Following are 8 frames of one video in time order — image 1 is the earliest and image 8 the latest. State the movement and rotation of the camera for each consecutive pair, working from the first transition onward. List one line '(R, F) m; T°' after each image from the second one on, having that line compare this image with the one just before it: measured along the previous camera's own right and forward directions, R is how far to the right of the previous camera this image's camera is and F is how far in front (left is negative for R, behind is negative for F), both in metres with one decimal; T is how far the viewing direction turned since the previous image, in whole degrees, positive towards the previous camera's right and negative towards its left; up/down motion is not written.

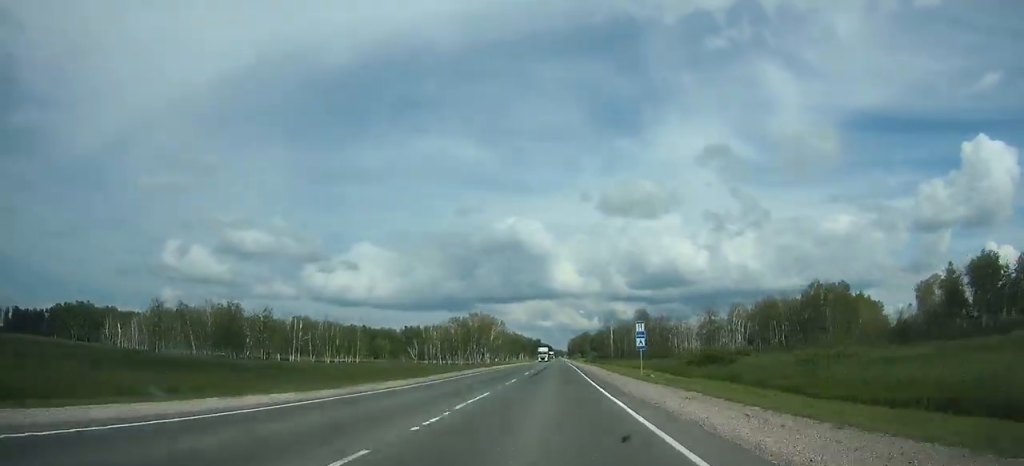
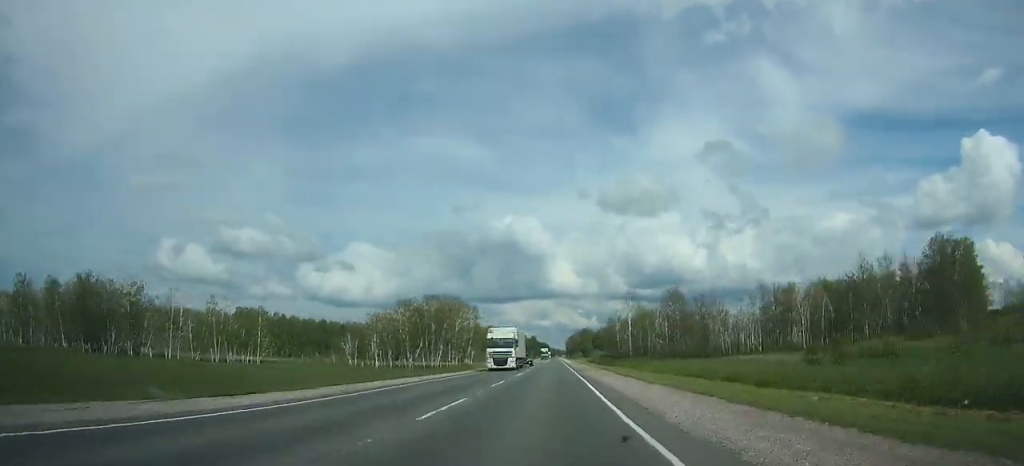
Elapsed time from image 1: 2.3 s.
(+0.1, +61.5) m; 0°
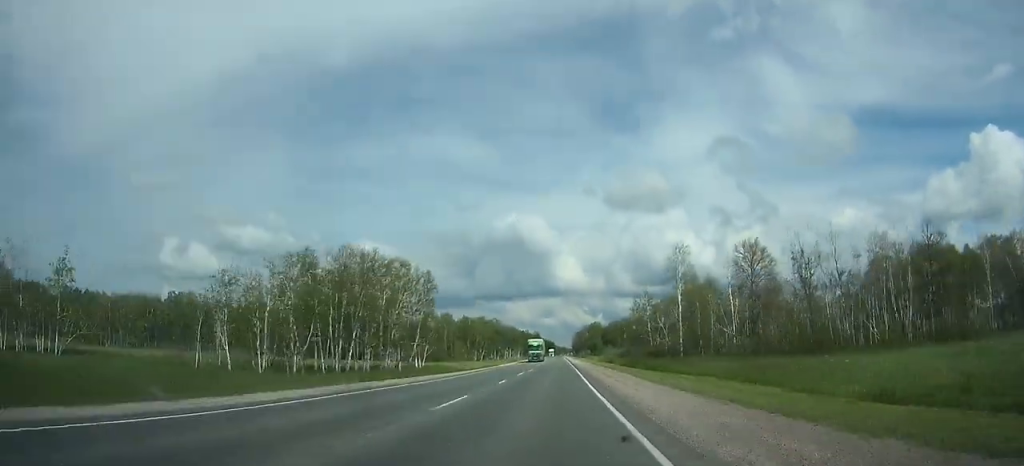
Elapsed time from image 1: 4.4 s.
(+0.1, +56.9) m; 0°
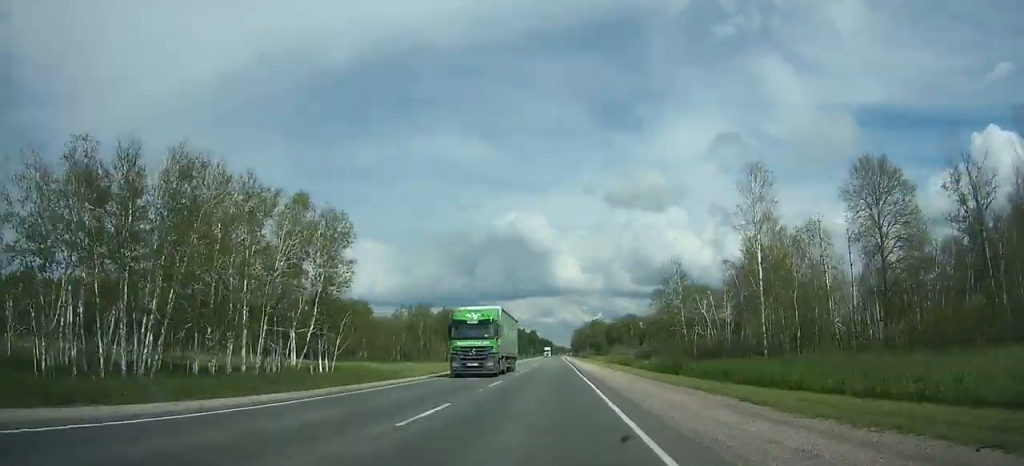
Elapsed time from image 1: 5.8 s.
(-0.1, +40.0) m; 0°
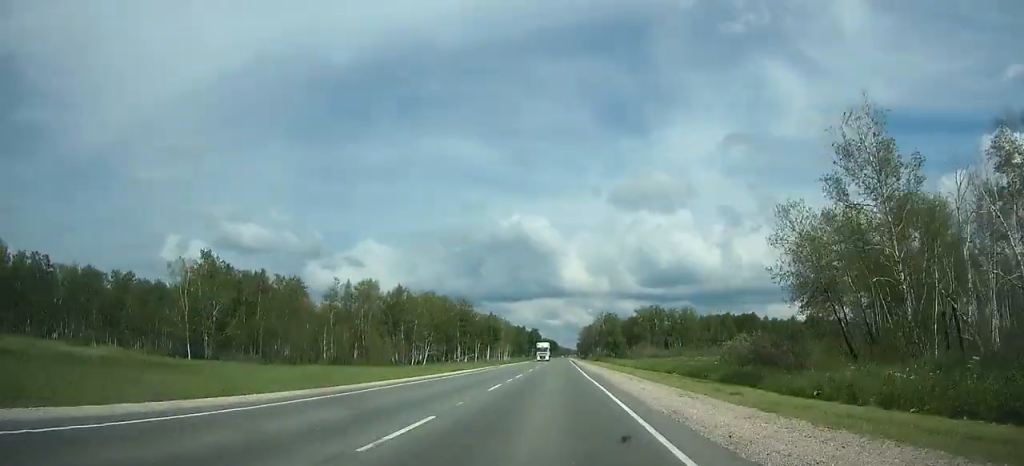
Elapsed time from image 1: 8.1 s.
(-0.2, +65.6) m; 0°
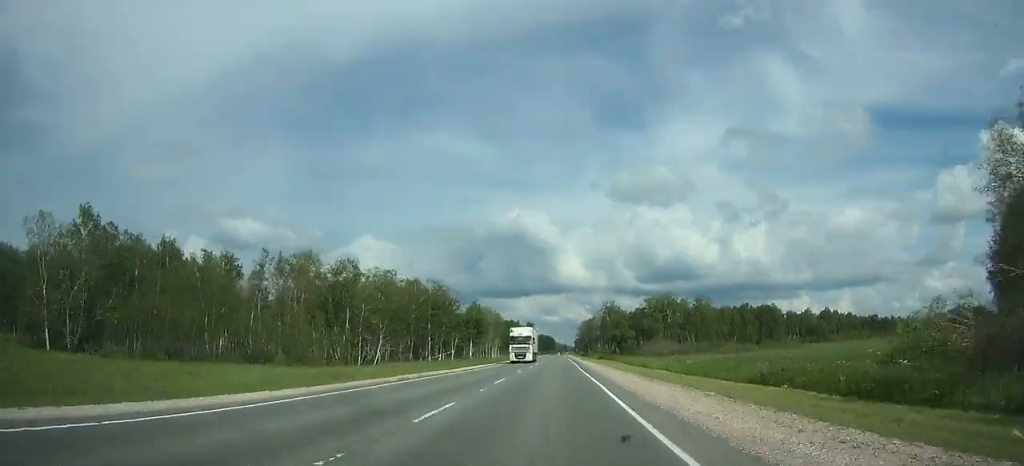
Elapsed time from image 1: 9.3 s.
(-0.2, +34.3) m; 0°
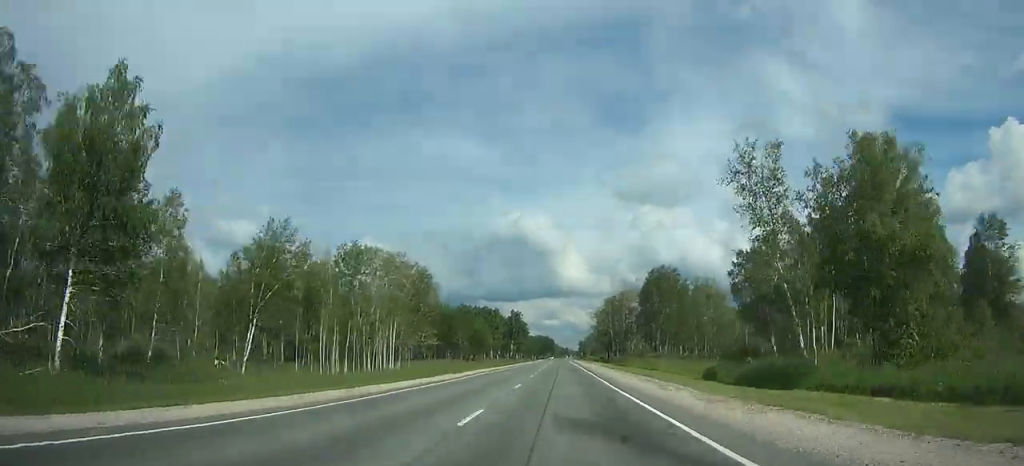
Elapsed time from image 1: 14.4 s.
(+0.3, +142.5) m; 0°
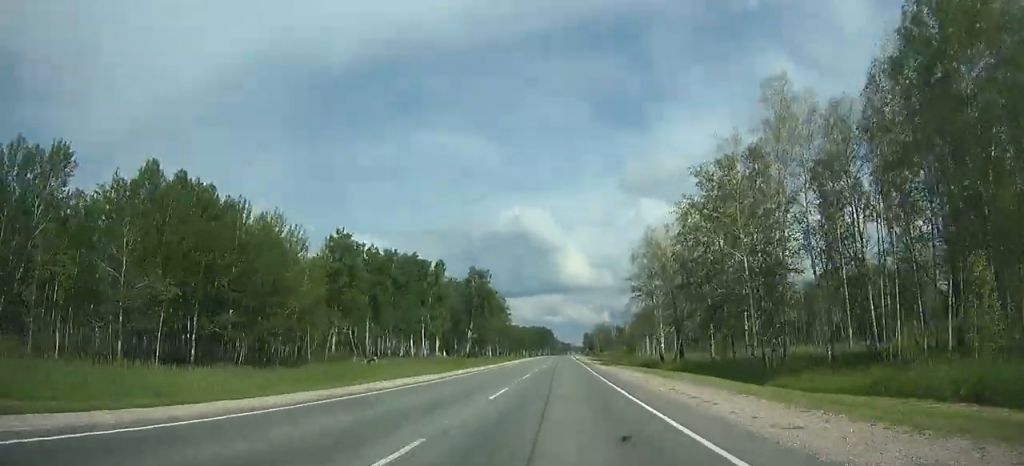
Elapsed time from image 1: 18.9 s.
(-0.2, +123.9) m; 0°
